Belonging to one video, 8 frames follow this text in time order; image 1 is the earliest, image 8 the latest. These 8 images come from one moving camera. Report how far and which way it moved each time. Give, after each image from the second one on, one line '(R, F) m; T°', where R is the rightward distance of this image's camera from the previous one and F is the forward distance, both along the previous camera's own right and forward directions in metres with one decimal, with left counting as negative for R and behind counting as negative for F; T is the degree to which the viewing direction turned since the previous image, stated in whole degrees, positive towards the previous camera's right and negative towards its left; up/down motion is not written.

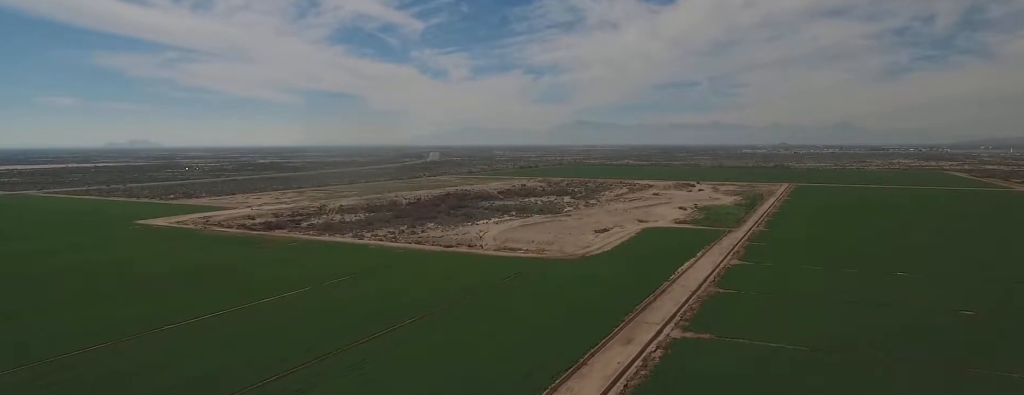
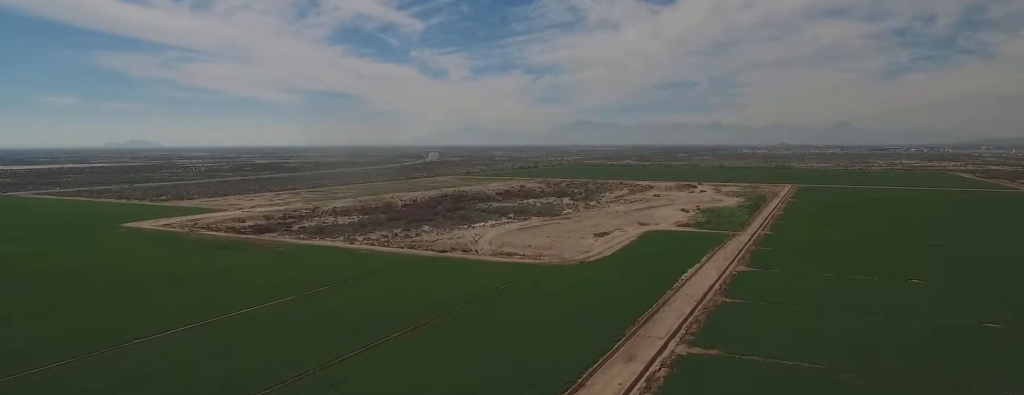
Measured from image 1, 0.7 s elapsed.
(0.0, +10.3) m; 0°
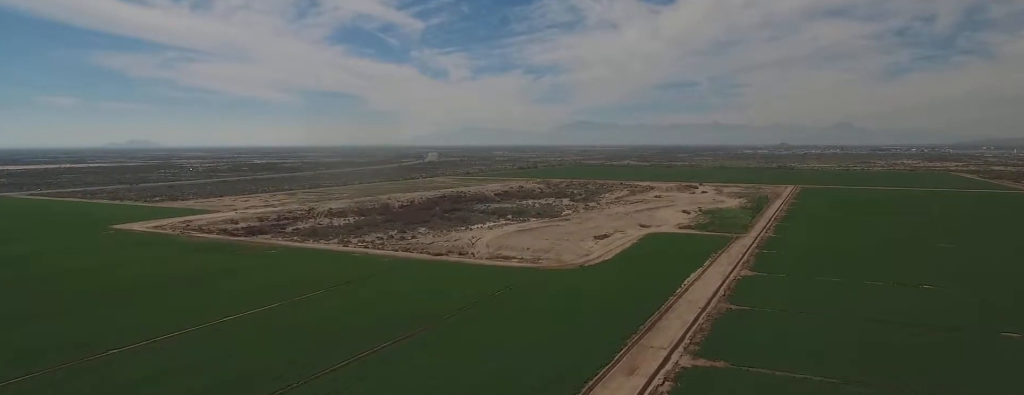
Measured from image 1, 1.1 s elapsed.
(0.0, +6.6) m; 0°
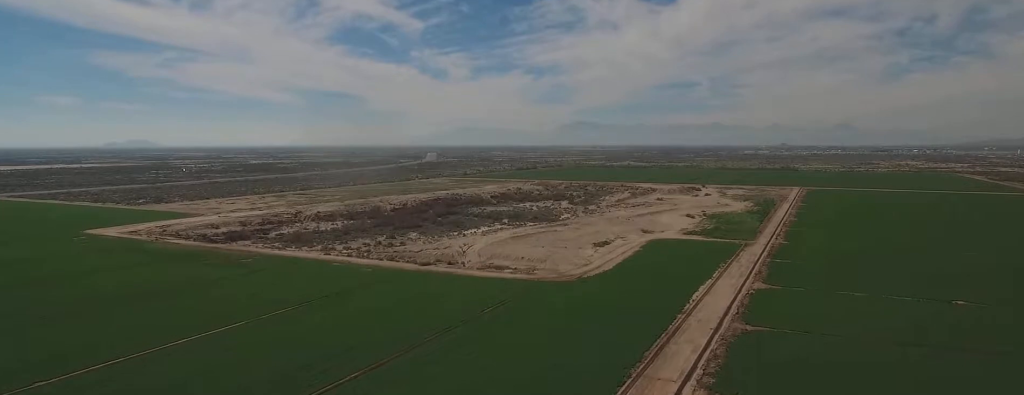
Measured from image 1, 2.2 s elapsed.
(-0.1, +17.2) m; -1°
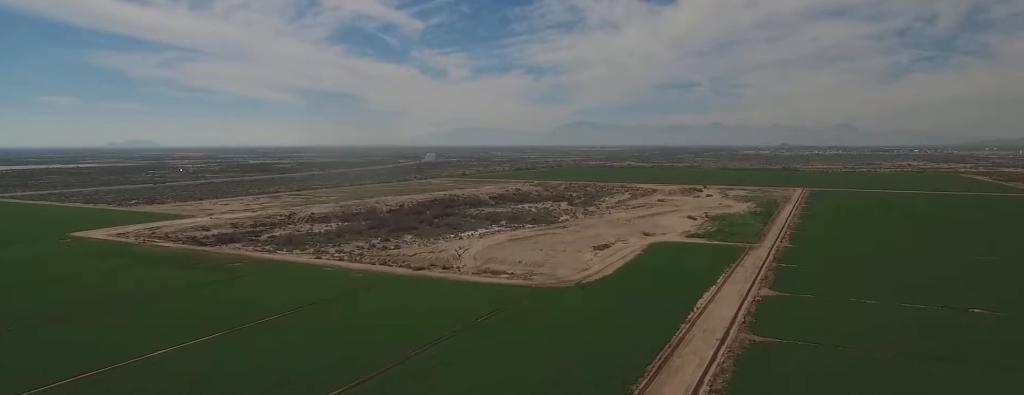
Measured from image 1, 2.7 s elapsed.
(0.0, +7.6) m; 0°
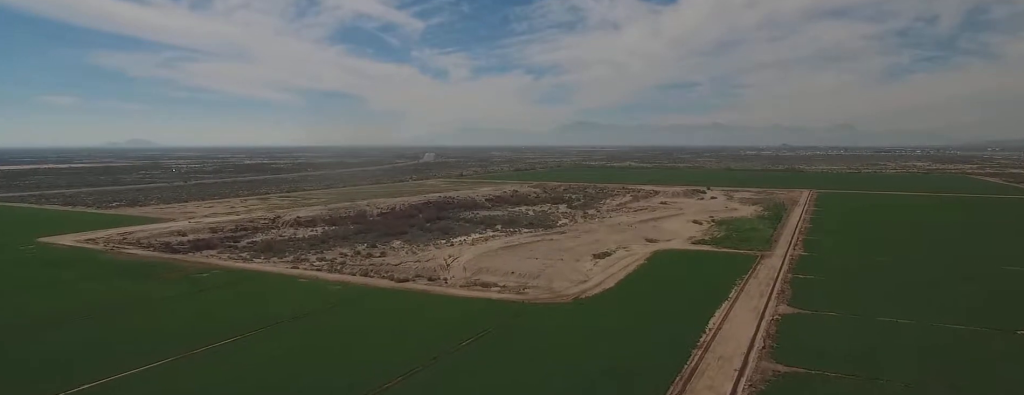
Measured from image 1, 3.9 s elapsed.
(-0.1, +18.1) m; 0°
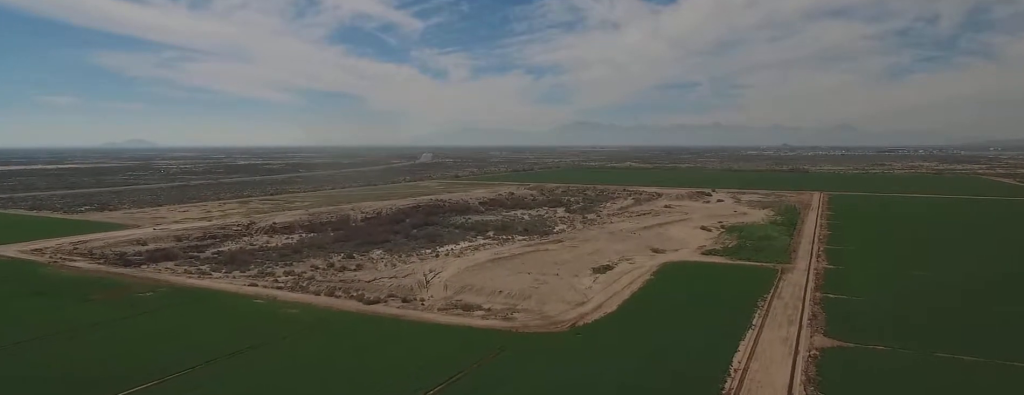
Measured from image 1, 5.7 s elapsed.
(+0.1, +27.0) m; +1°
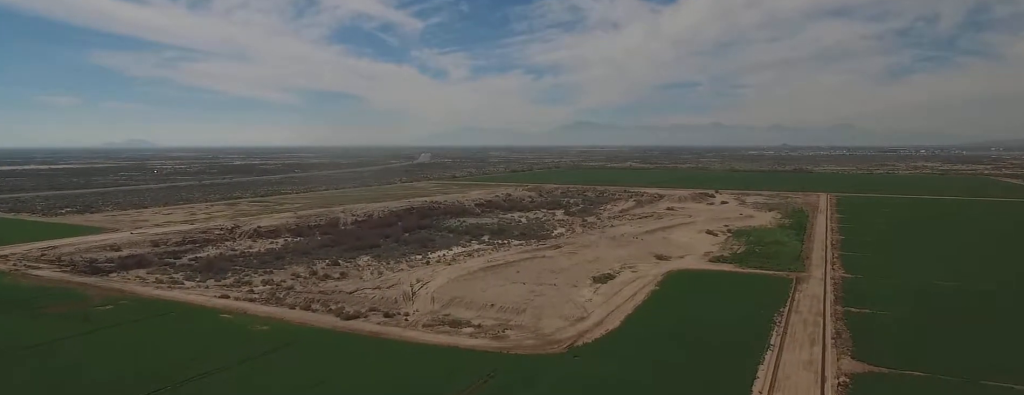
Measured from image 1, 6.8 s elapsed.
(0.0, +15.5) m; 0°
